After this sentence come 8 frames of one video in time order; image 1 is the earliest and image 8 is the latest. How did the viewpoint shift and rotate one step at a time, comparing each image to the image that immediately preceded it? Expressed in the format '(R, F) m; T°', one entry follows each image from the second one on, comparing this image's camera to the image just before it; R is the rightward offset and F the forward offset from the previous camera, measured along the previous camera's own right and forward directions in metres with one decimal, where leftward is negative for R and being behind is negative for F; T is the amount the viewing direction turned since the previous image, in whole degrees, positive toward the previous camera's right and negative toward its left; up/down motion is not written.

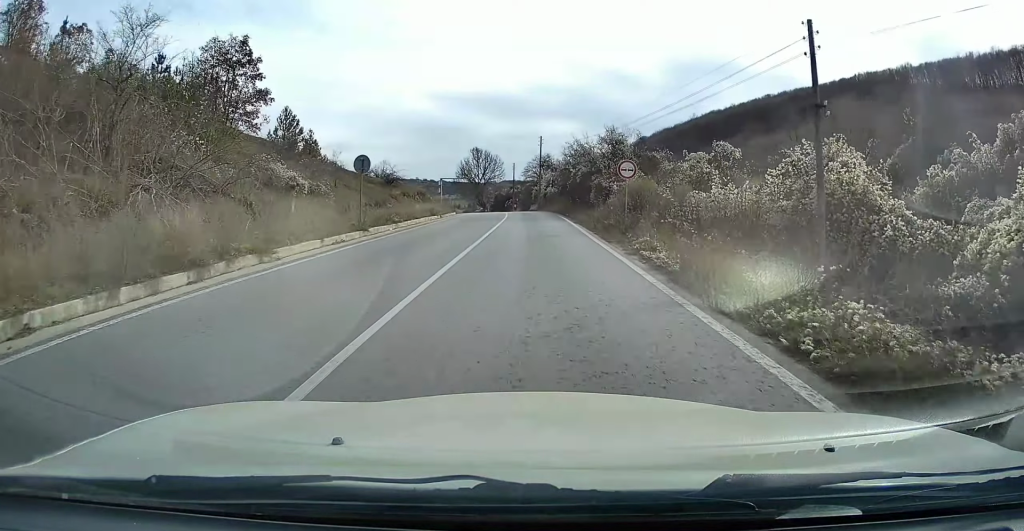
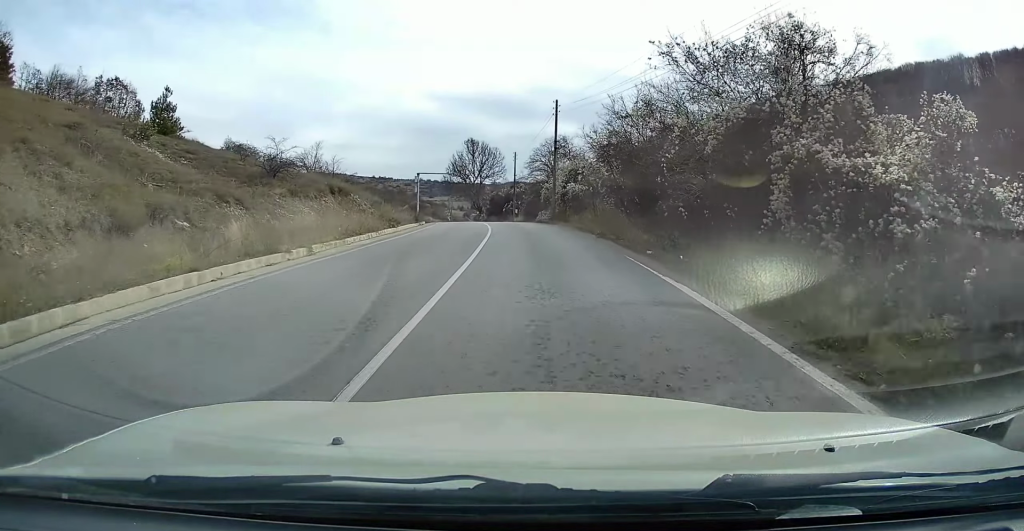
(-0.3, +26.2) m; -1°
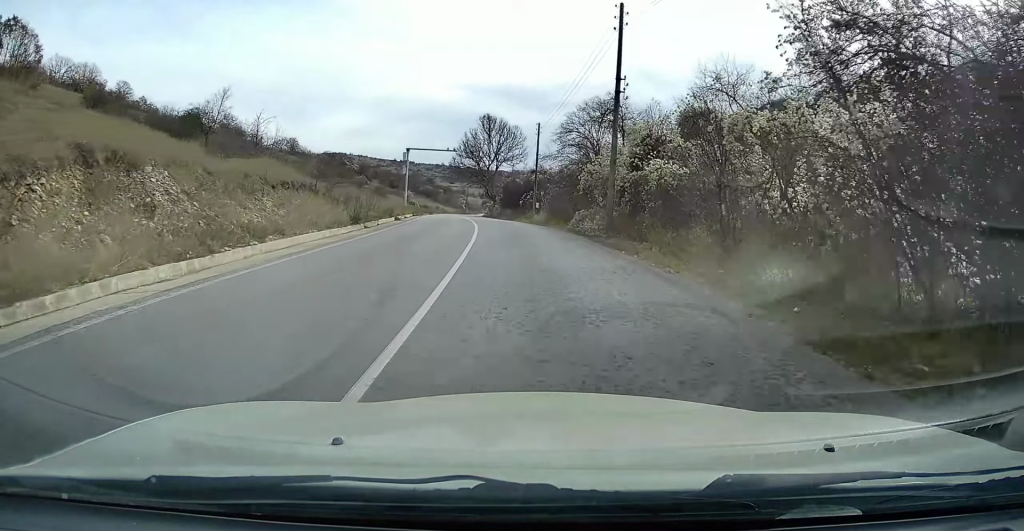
(-0.3, +20.1) m; -3°
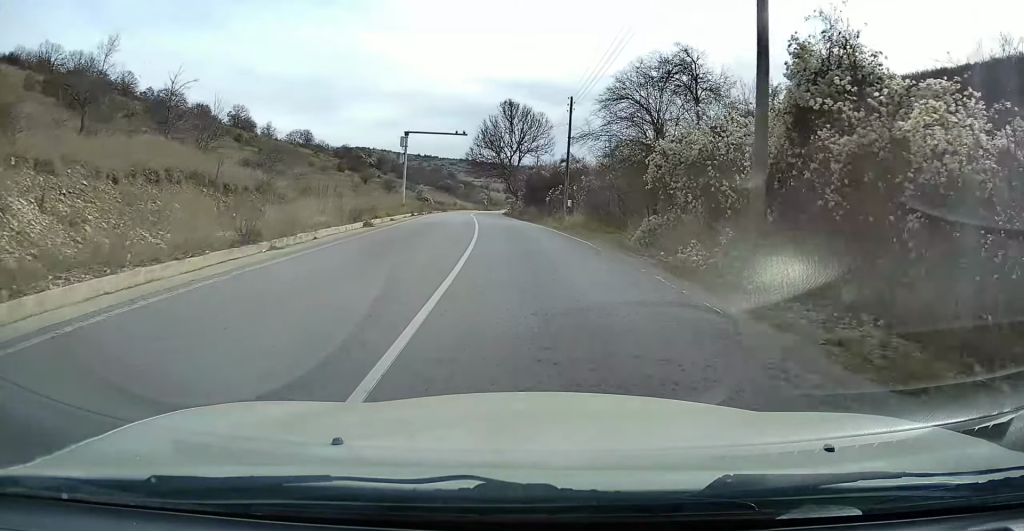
(-0.3, +11.5) m; -2°
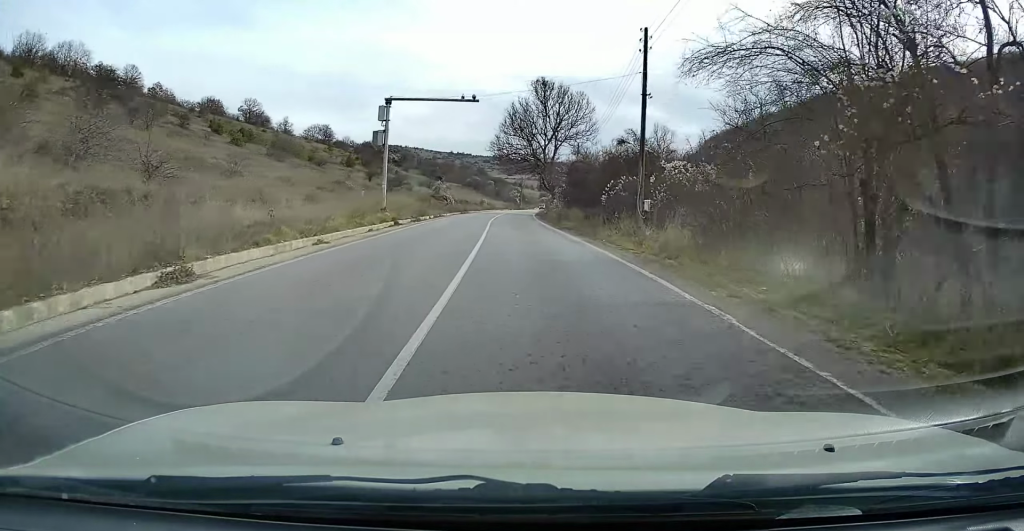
(-0.2, +16.2) m; -1°
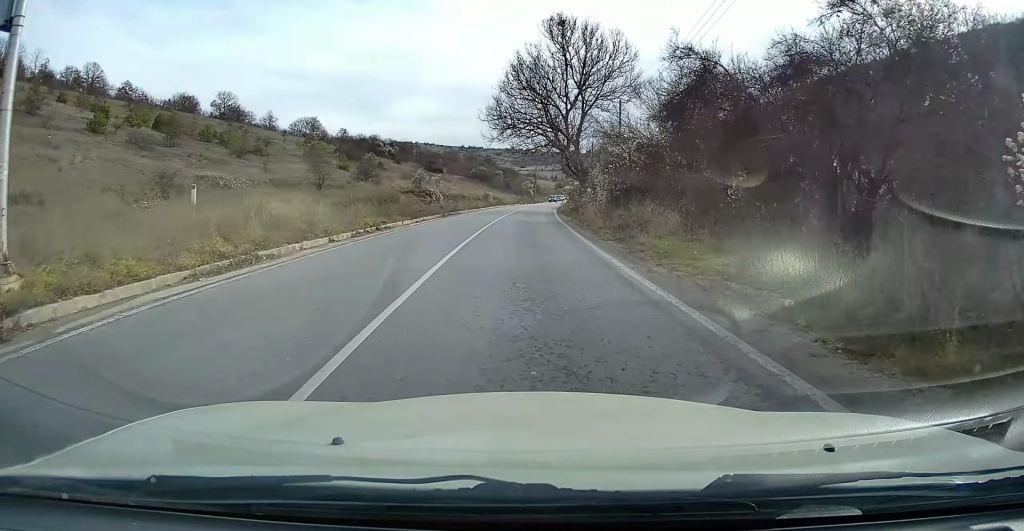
(-0.2, +24.9) m; -3°
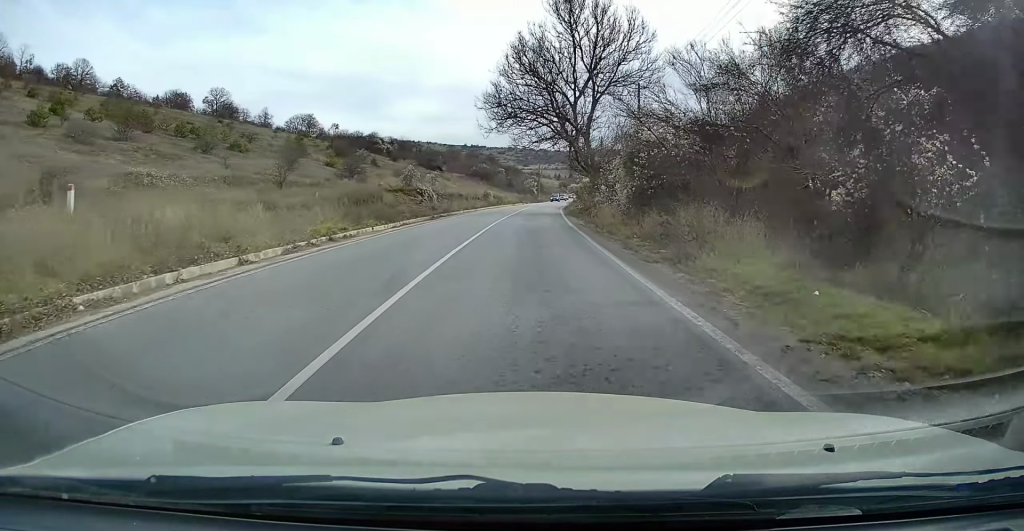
(-0.2, +6.7) m; 0°
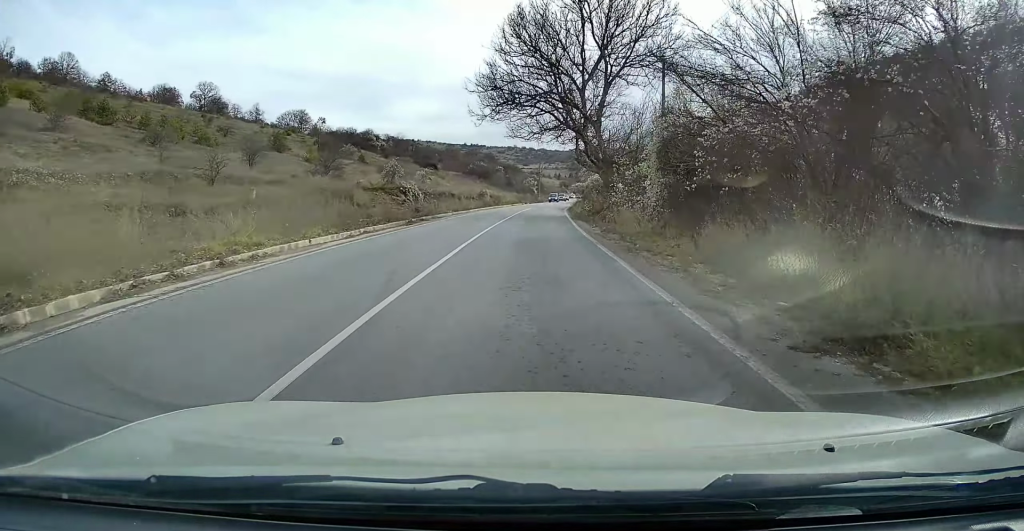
(-0.3, +6.7) m; 0°
